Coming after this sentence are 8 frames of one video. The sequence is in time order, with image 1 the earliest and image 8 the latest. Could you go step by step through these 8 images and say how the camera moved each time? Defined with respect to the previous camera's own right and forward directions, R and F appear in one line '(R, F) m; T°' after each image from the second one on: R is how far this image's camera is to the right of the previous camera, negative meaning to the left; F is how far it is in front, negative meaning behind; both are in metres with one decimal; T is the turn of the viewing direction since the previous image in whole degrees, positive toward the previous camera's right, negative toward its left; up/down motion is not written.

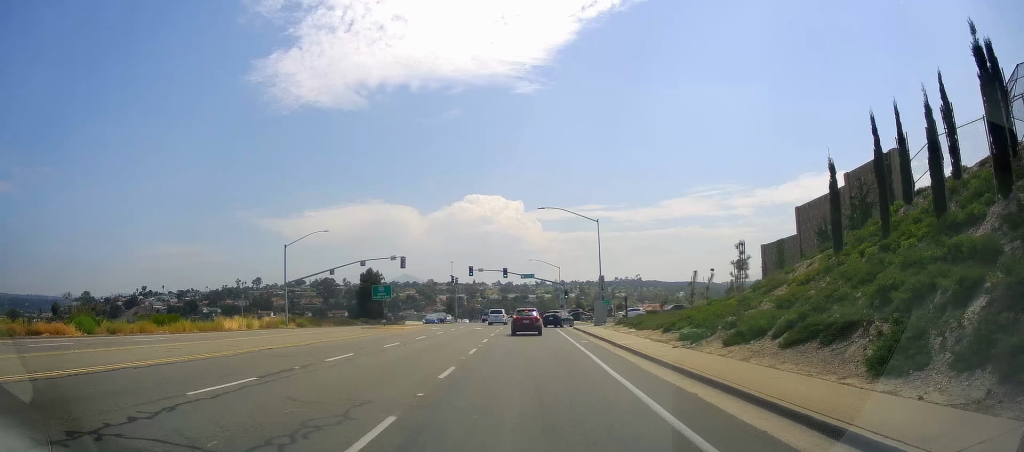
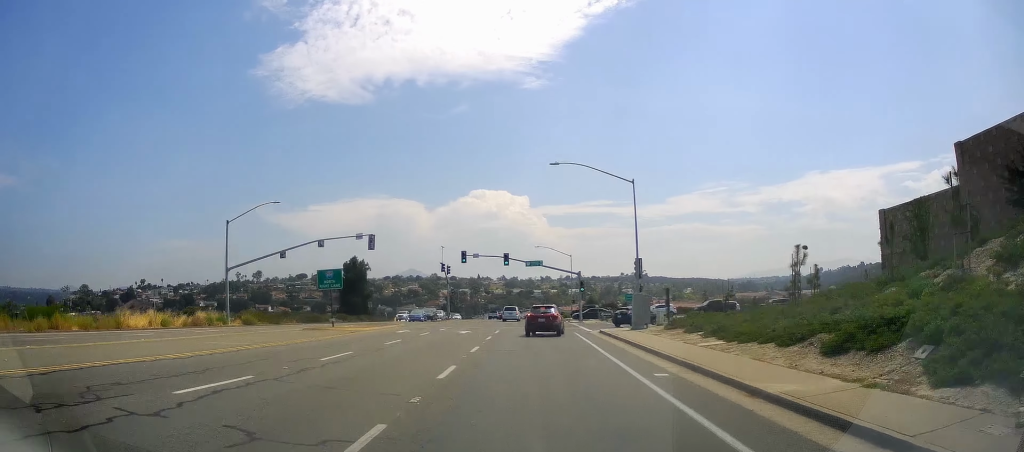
(-0.1, +13.5) m; +1°
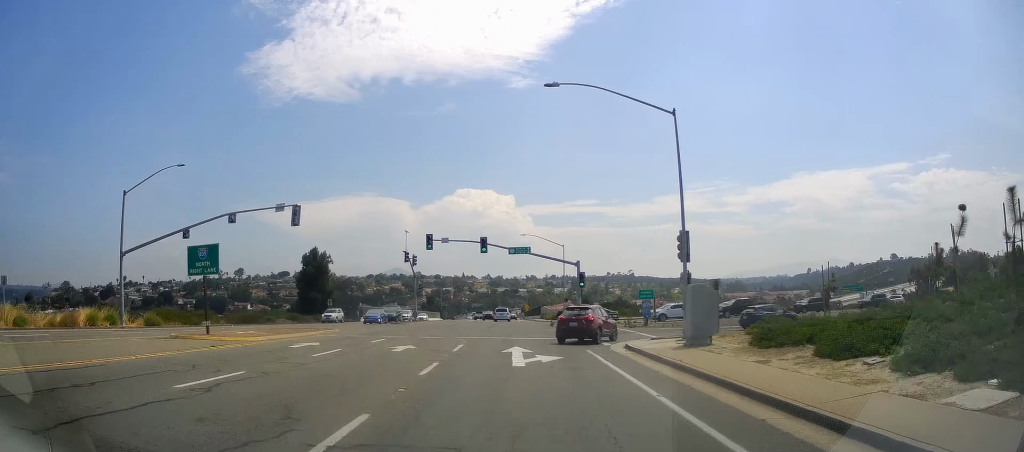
(0.0, +12.0) m; +3°
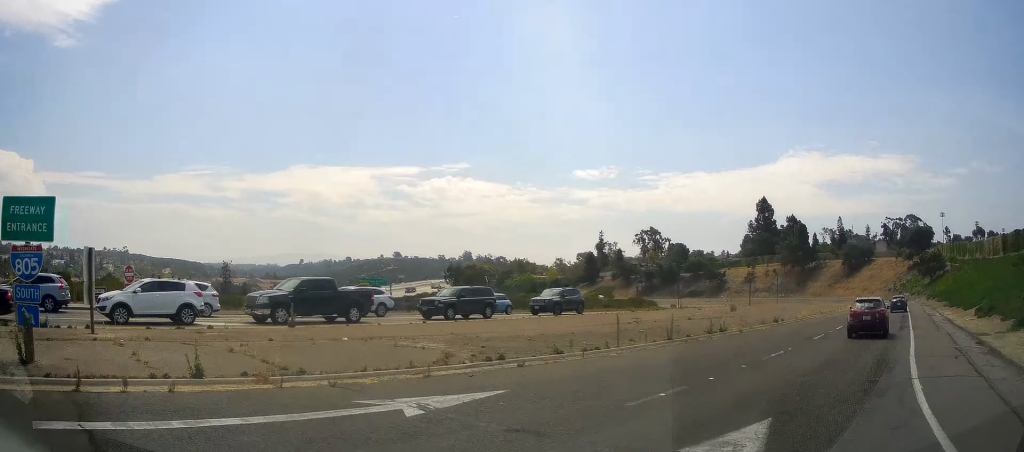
(+11.5, +32.7) m; +58°
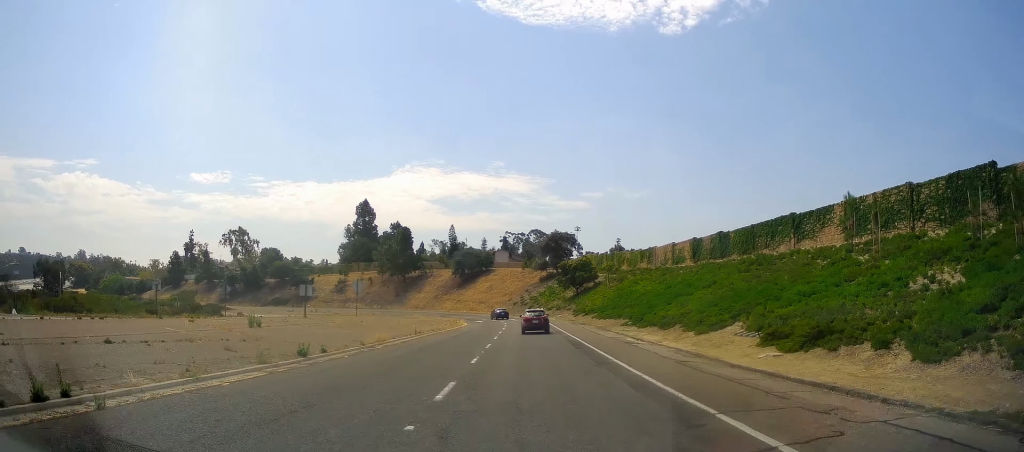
(+9.7, +24.4) m; +27°
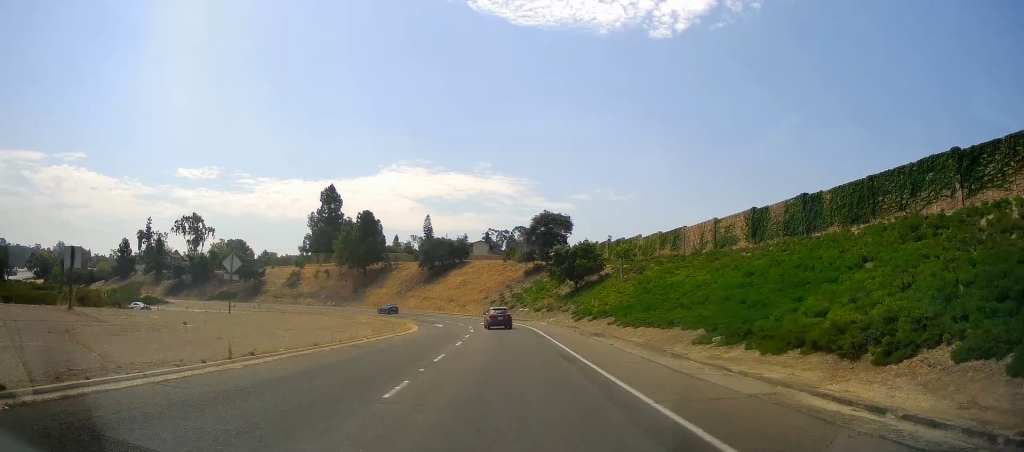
(+0.7, +22.4) m; +1°
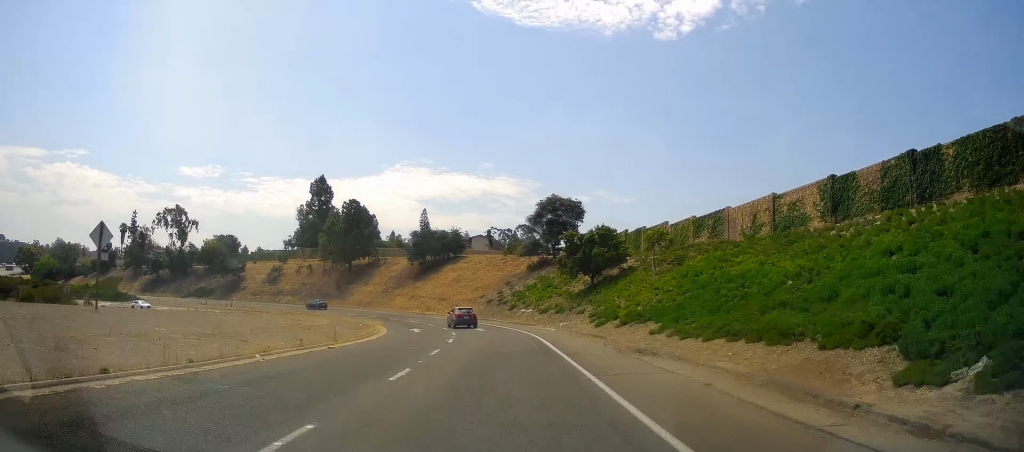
(0.0, +11.8) m; -2°
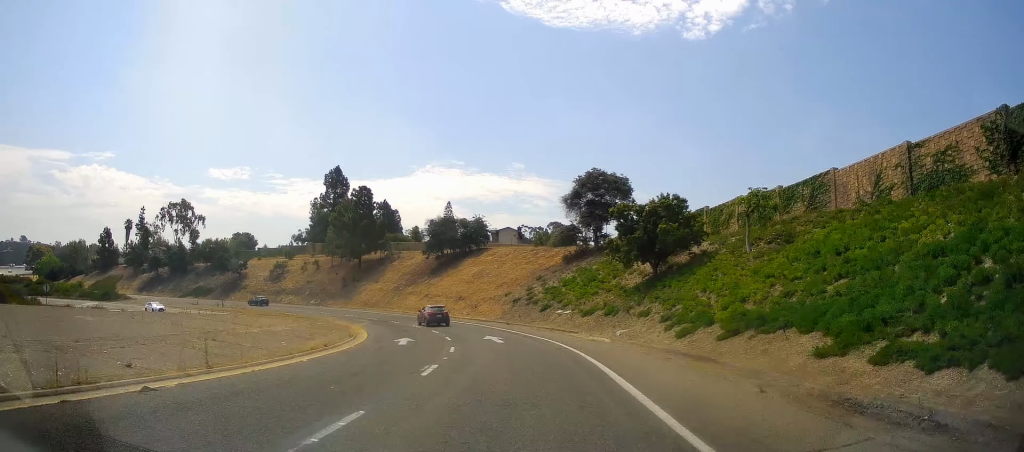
(+0.2, +12.8) m; -4°
